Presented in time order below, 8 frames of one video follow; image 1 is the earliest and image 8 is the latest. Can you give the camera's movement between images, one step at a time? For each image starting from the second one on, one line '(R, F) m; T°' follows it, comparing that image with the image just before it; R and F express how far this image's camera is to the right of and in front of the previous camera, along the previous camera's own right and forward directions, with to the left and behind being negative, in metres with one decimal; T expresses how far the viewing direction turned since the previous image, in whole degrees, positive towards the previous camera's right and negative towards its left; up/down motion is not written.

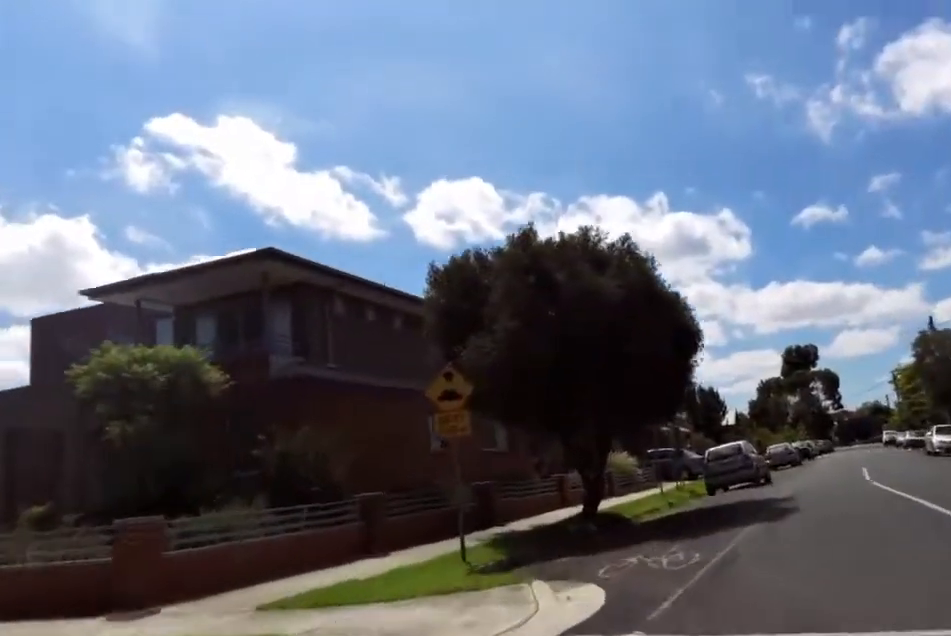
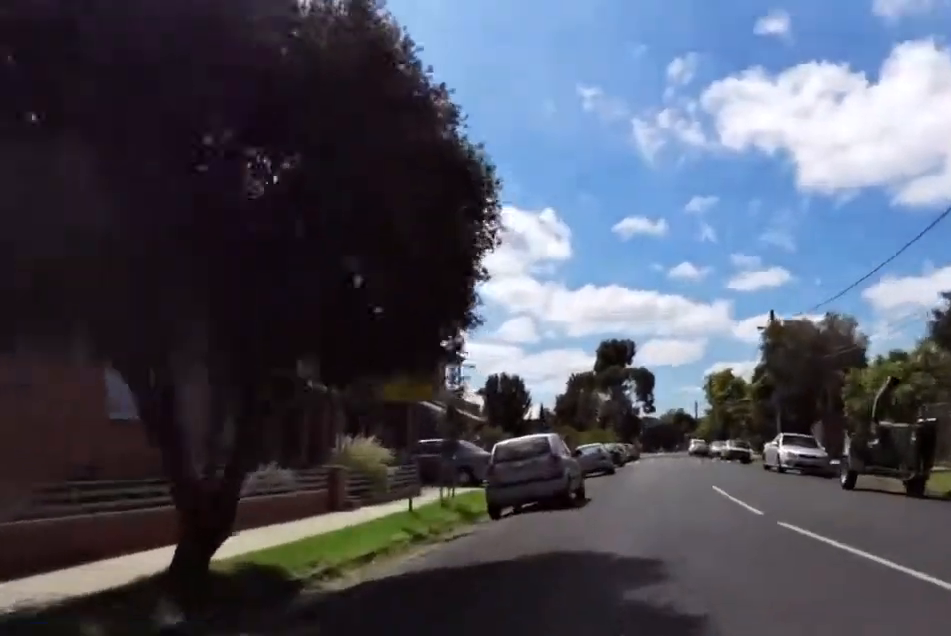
(+1.4, +8.0) m; +13°
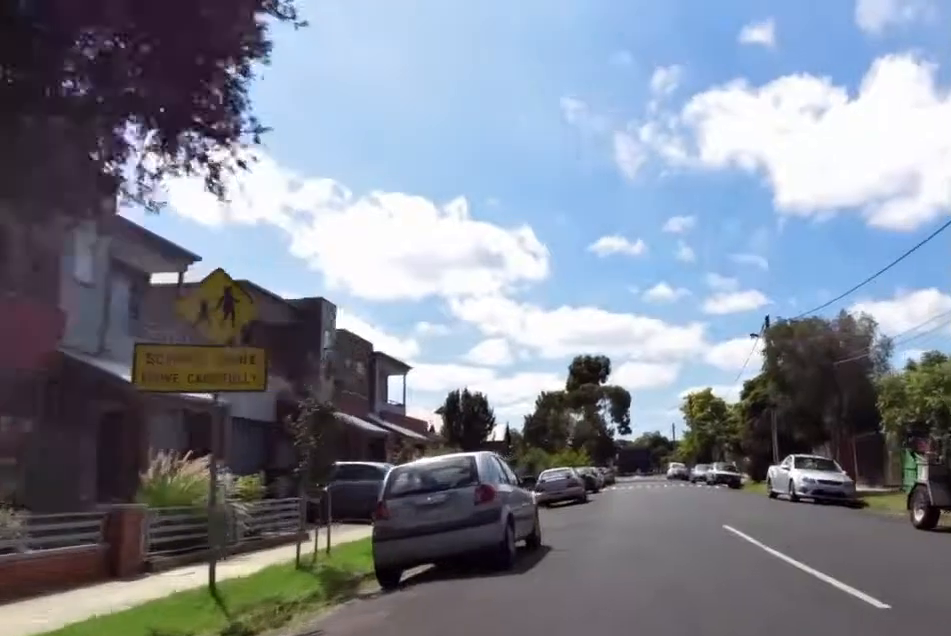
(+0.1, +5.6) m; +6°
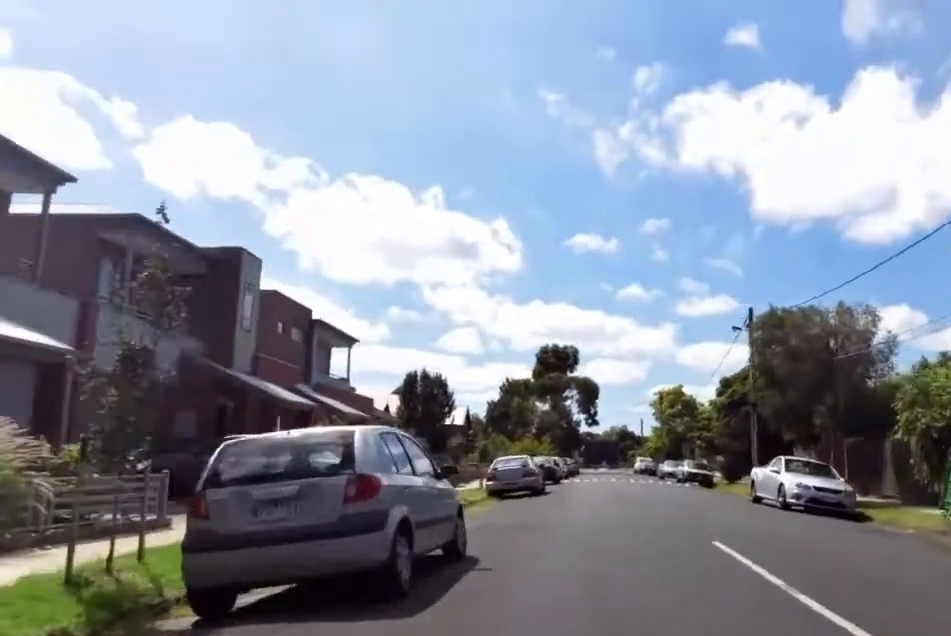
(+0.3, +3.5) m; +2°
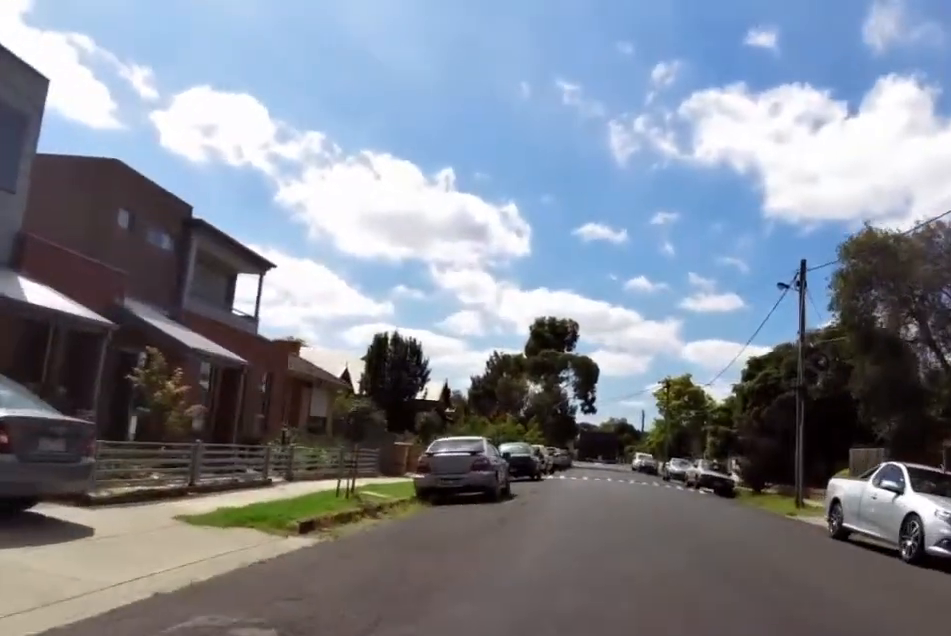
(+0.4, +9.2) m; +4°
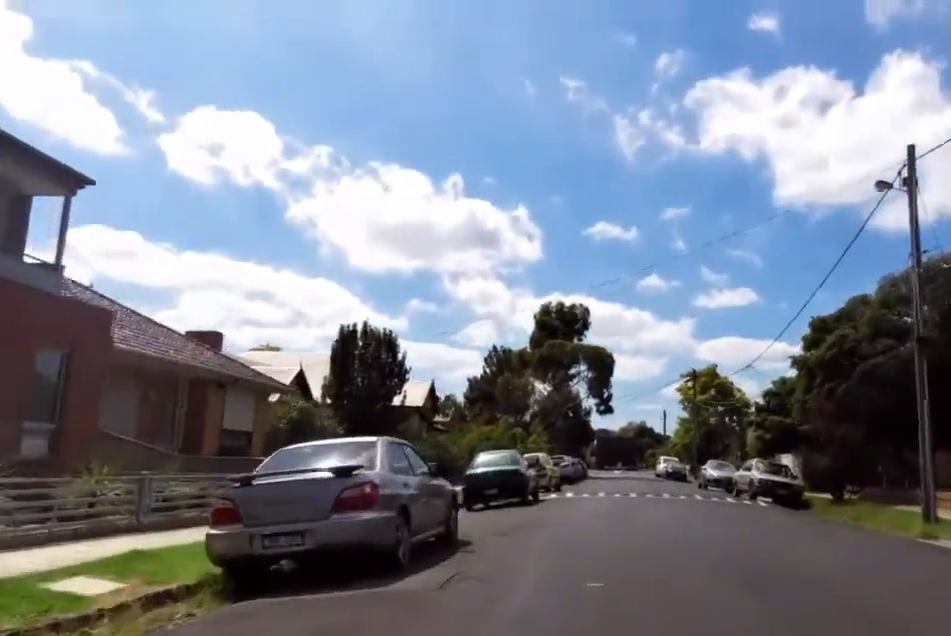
(+0.2, +9.3) m; -5°
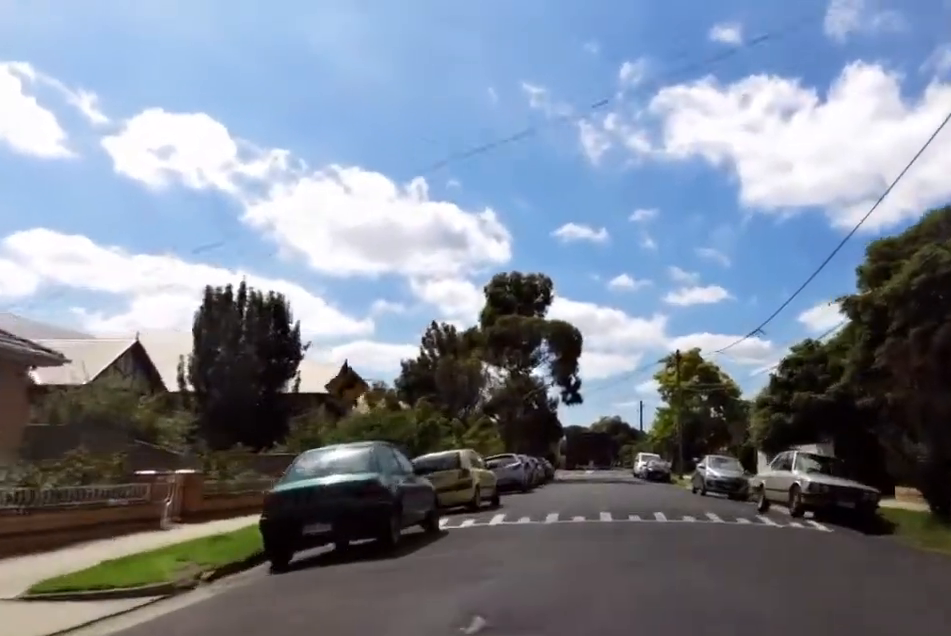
(-1.2, +9.7) m; -10°
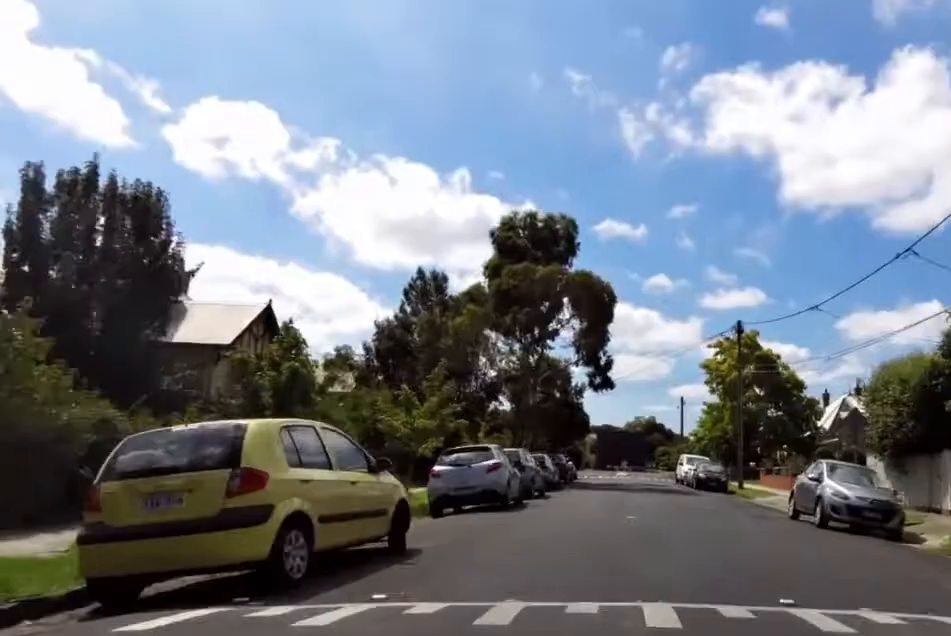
(+0.7, +11.7) m; +8°
